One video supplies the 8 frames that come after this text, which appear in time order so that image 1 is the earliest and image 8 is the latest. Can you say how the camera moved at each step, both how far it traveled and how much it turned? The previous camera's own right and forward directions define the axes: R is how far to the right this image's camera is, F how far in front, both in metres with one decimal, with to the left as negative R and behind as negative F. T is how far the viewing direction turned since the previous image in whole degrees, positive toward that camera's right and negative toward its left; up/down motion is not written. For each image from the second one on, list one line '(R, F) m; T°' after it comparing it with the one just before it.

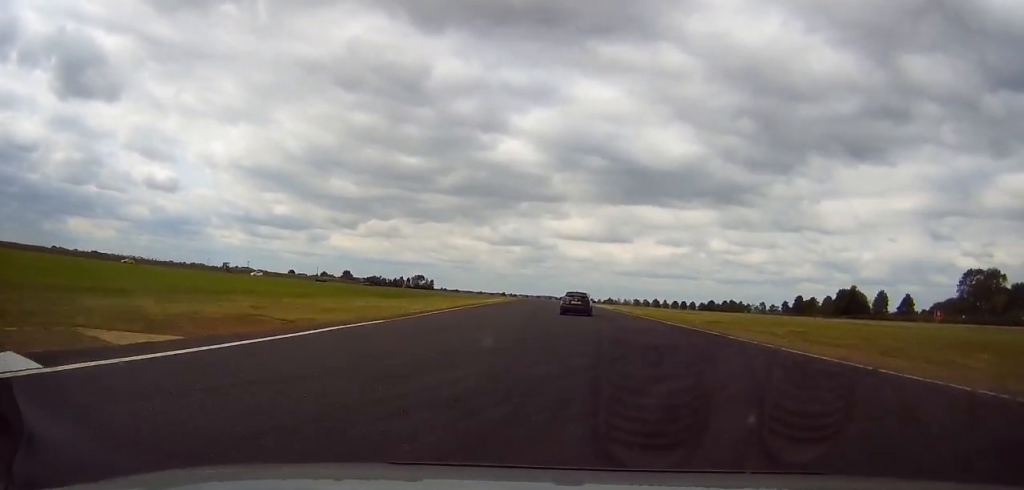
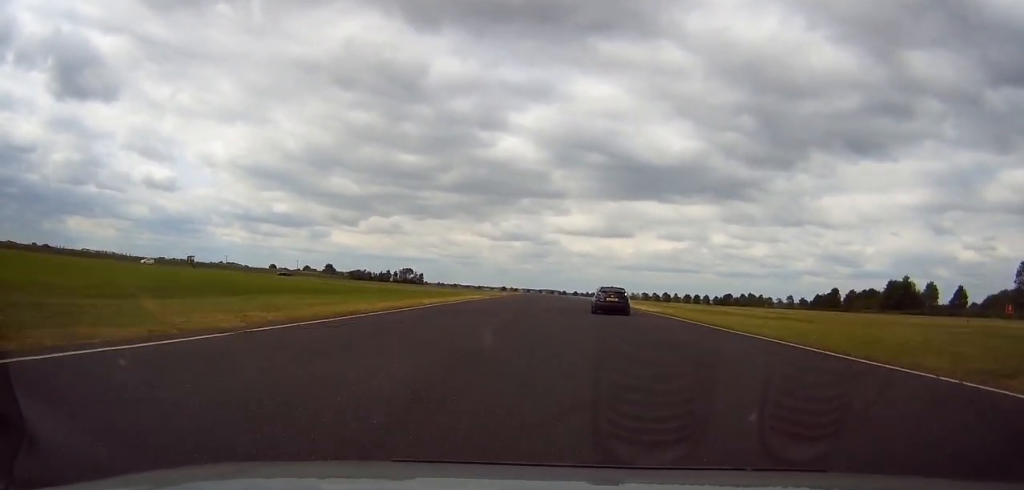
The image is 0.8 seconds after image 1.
(+1.3, +28.6) m; +3°
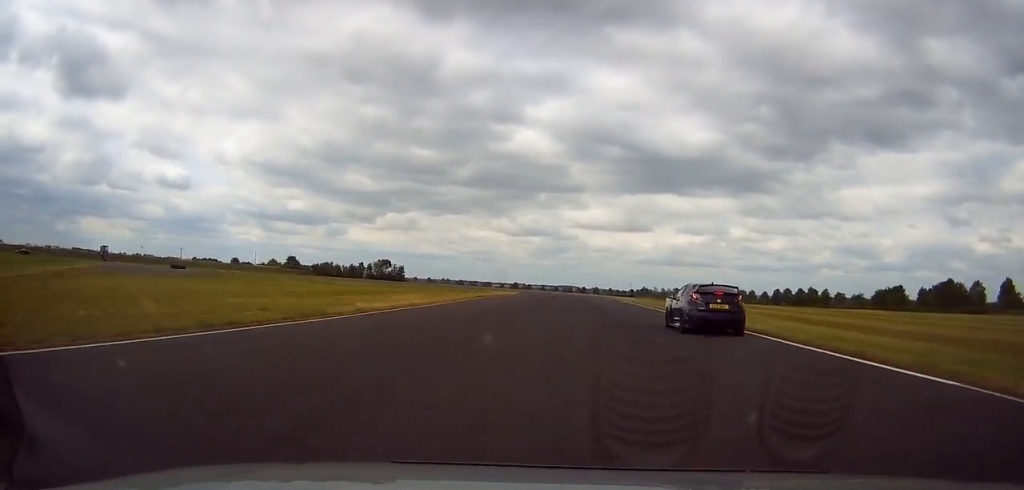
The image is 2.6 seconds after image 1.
(+0.6, +59.8) m; 0°
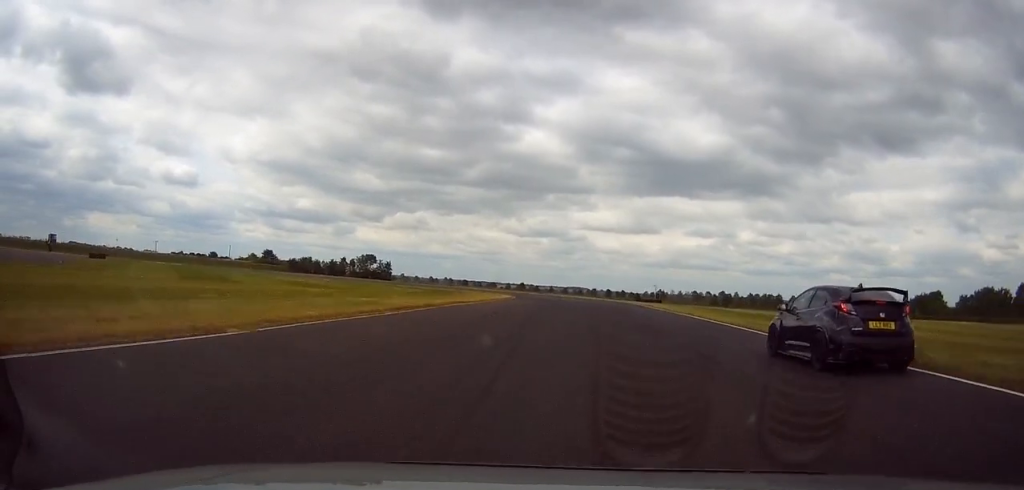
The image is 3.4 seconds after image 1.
(-0.5, +26.6) m; -1°
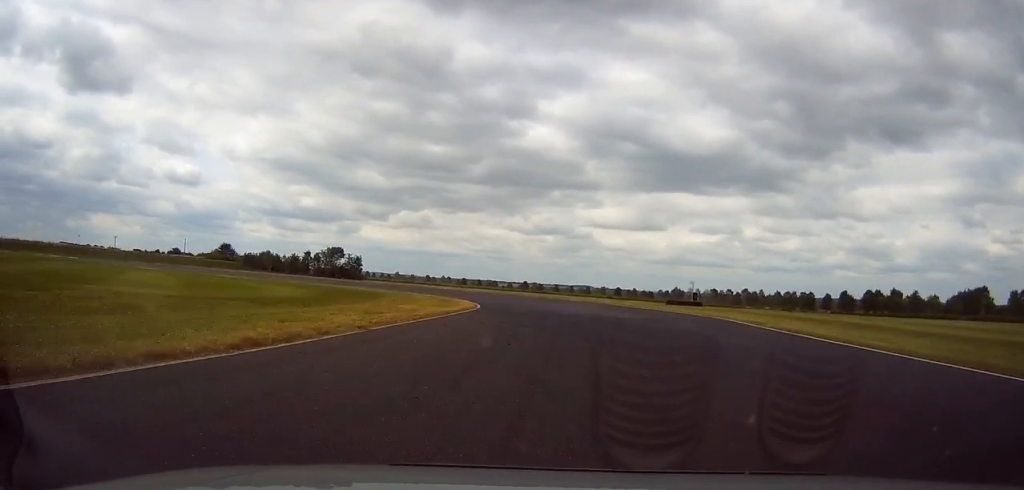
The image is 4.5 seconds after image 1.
(-0.4, +32.4) m; -3°
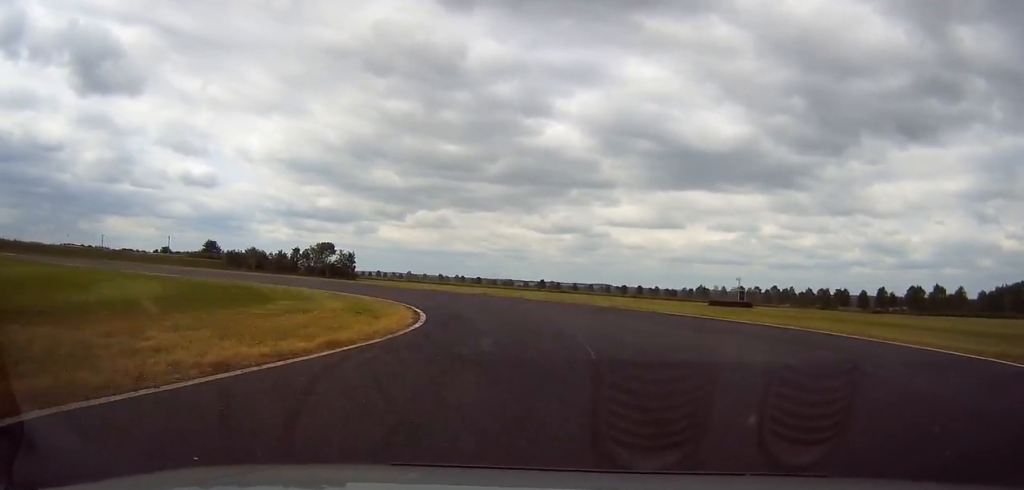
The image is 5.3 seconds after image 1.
(-0.6, +17.4) m; -5°
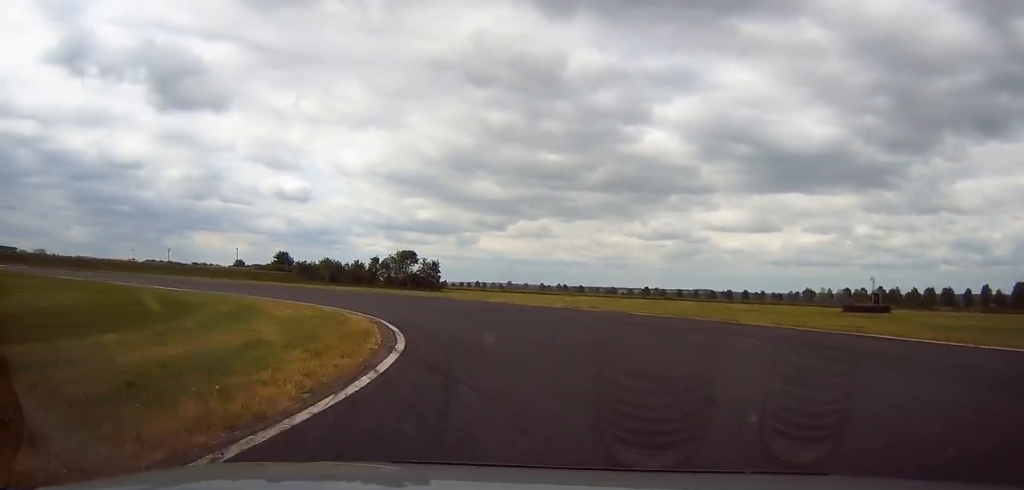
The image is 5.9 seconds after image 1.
(-0.4, +13.7) m; -8°
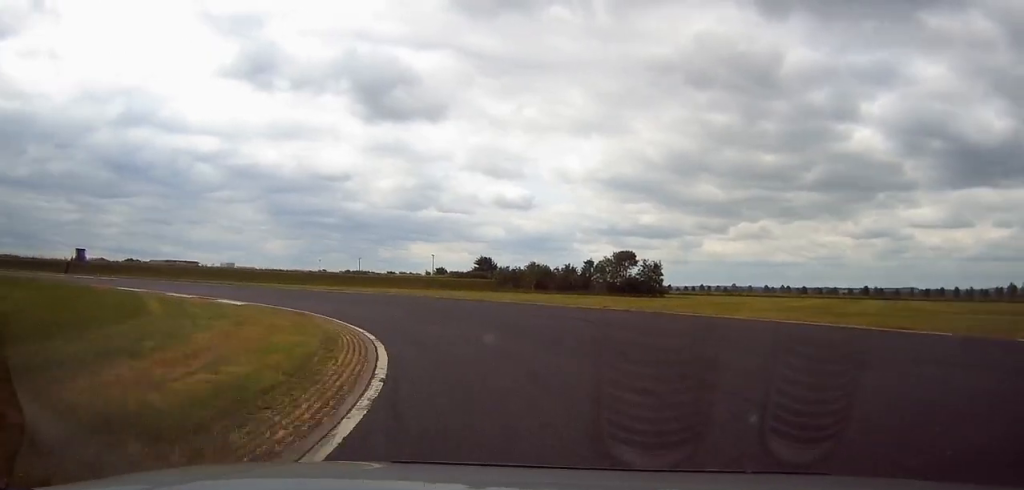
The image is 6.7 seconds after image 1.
(-0.9, +15.8) m; -15°
